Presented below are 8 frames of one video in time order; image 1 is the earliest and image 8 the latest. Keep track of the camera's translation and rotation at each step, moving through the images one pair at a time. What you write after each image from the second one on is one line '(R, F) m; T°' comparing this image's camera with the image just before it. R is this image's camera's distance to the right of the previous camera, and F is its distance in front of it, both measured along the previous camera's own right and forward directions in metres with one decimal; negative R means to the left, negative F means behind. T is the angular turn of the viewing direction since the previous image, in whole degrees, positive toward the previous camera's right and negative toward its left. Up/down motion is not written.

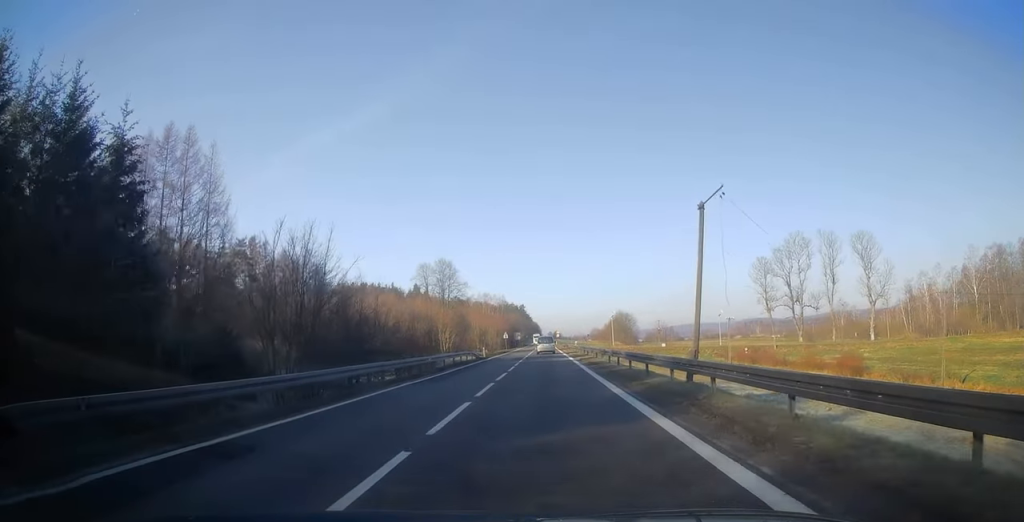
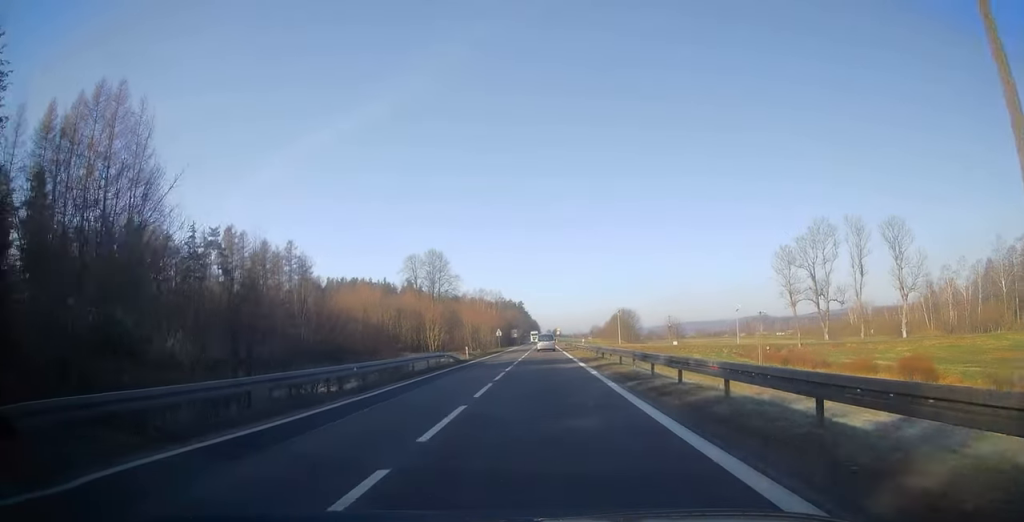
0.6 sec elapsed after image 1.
(0.0, +13.1) m; 0°
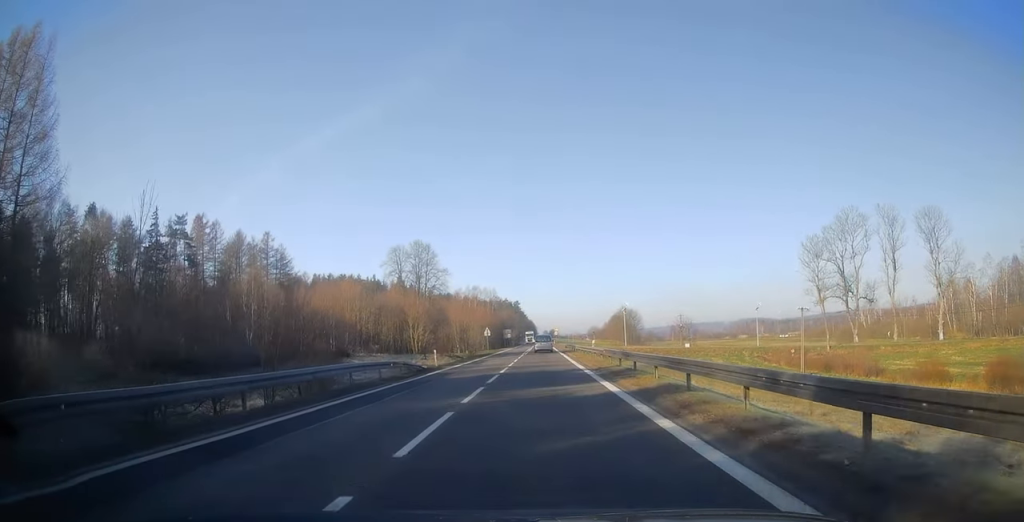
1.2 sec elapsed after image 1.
(0.0, +13.5) m; 0°
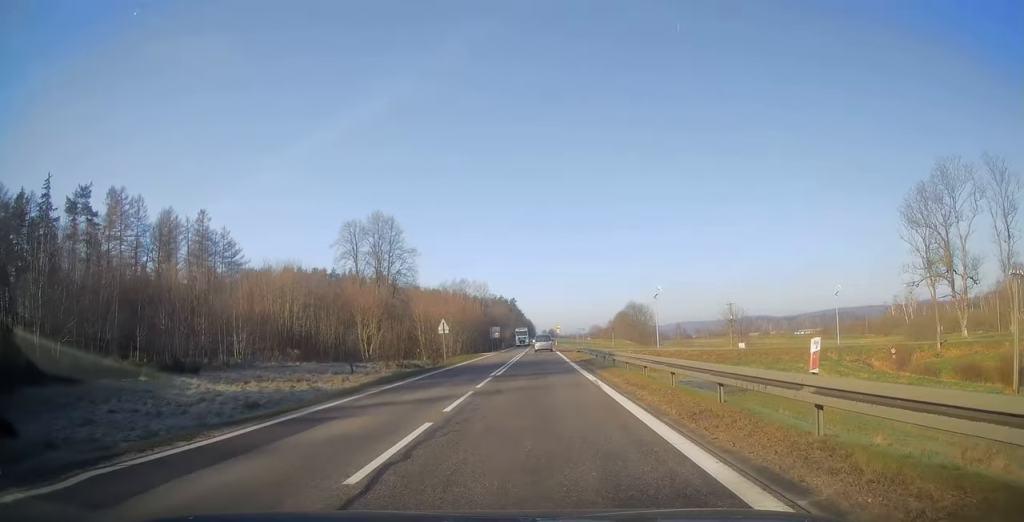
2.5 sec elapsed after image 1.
(-0.1, +31.9) m; 0°
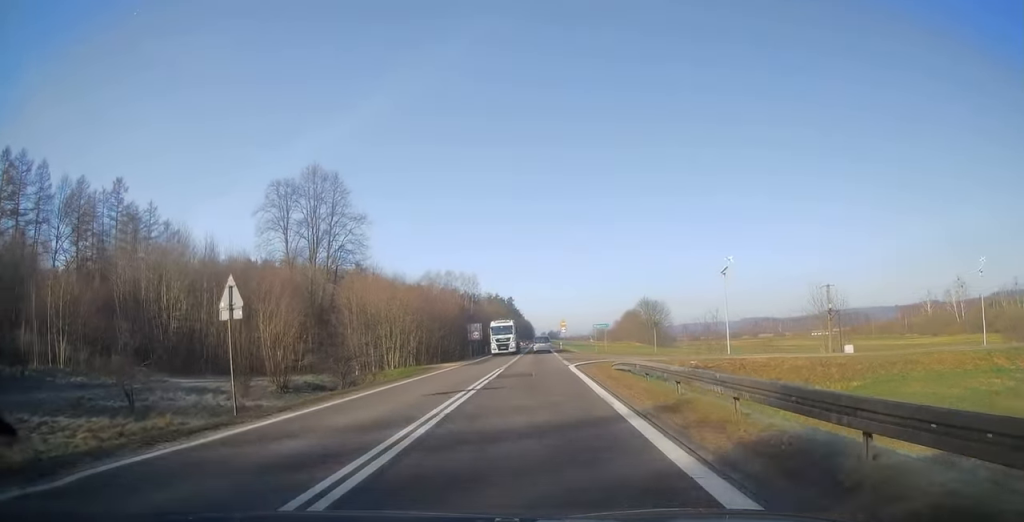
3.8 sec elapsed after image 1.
(0.0, +30.3) m; 0°
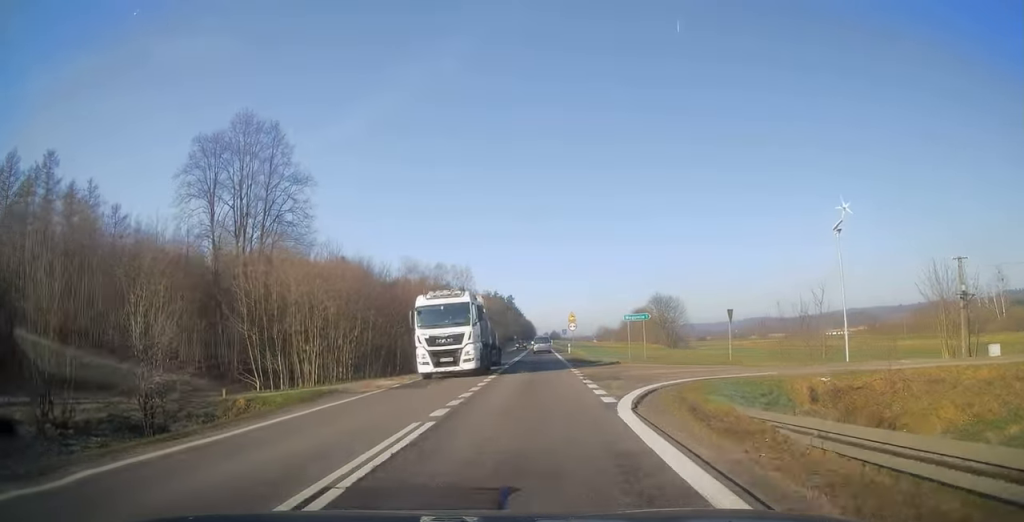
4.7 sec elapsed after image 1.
(0.0, +19.7) m; 0°
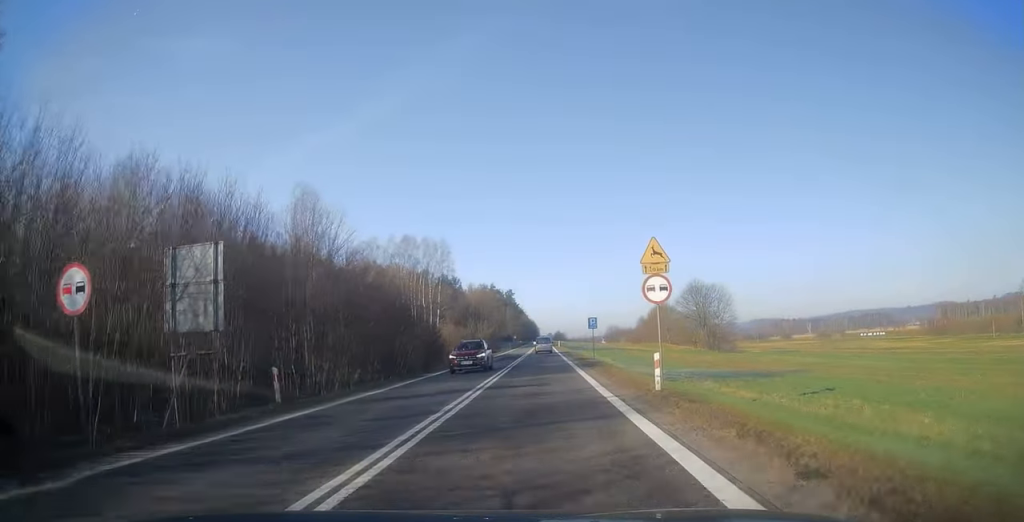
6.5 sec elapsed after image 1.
(+0.1, +44.5) m; 0°
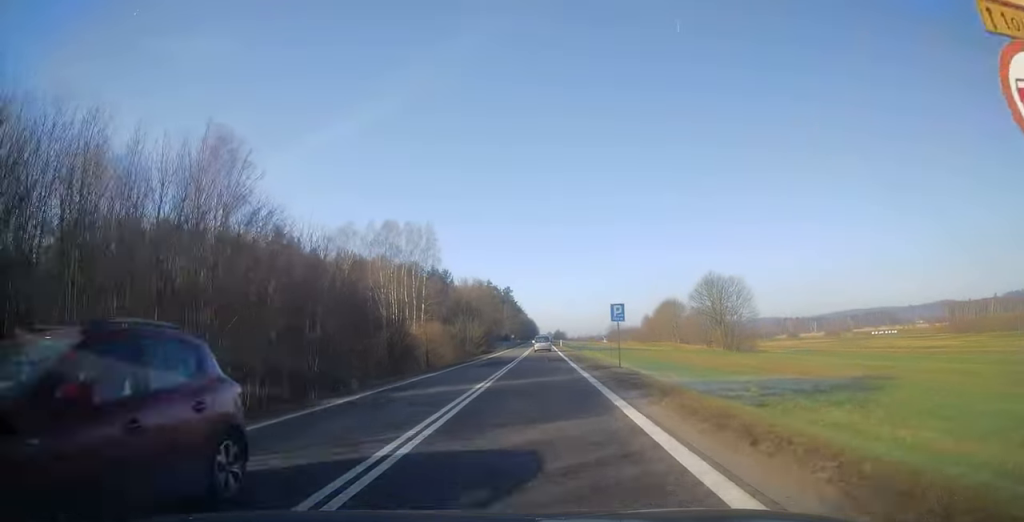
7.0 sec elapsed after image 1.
(0.0, +12.5) m; 0°
